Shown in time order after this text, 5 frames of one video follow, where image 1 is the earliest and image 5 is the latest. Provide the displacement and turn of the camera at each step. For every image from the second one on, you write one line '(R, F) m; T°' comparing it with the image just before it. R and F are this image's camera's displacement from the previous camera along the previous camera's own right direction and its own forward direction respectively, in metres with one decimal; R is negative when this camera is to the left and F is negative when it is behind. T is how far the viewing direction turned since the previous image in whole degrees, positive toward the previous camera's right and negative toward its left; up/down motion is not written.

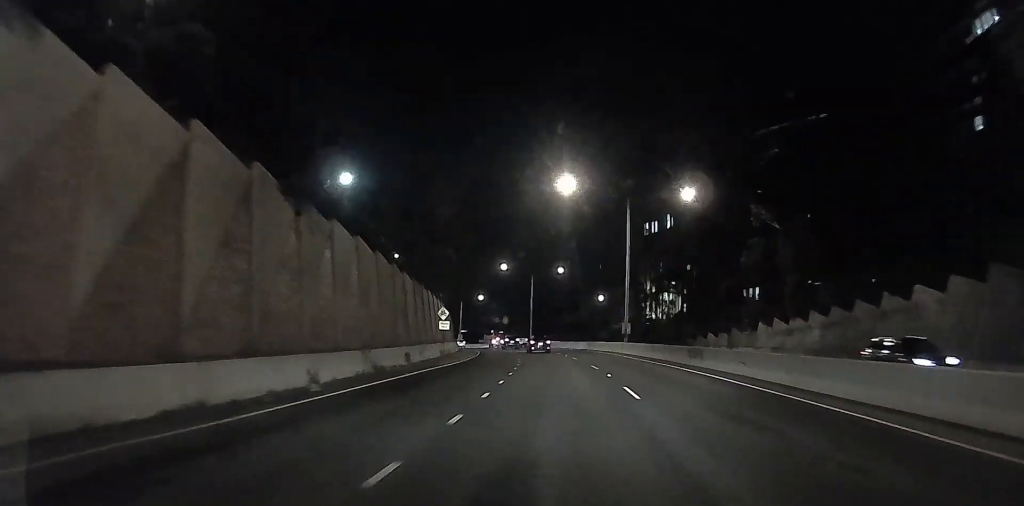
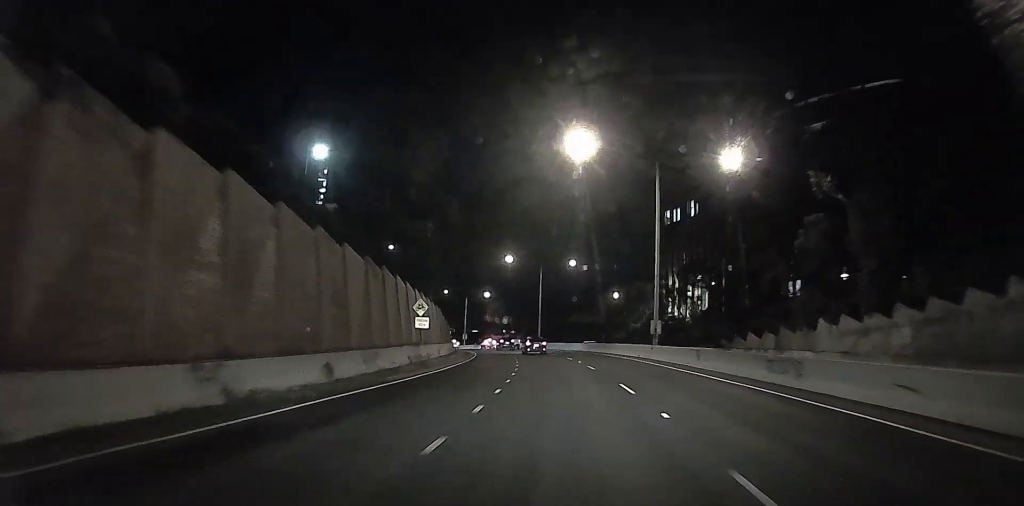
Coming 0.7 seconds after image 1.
(-0.4, +10.1) m; -2°
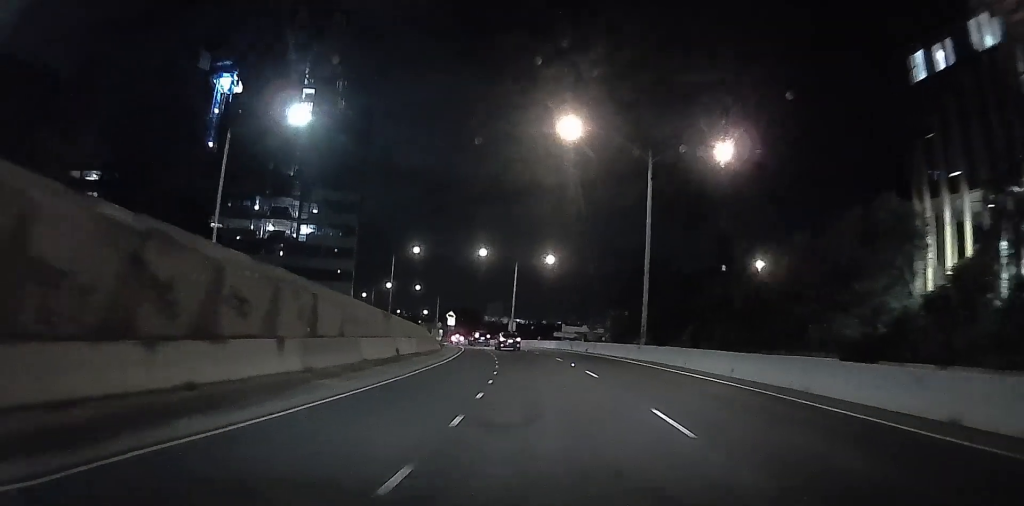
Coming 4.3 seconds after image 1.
(-6.3, +55.2) m; -12°
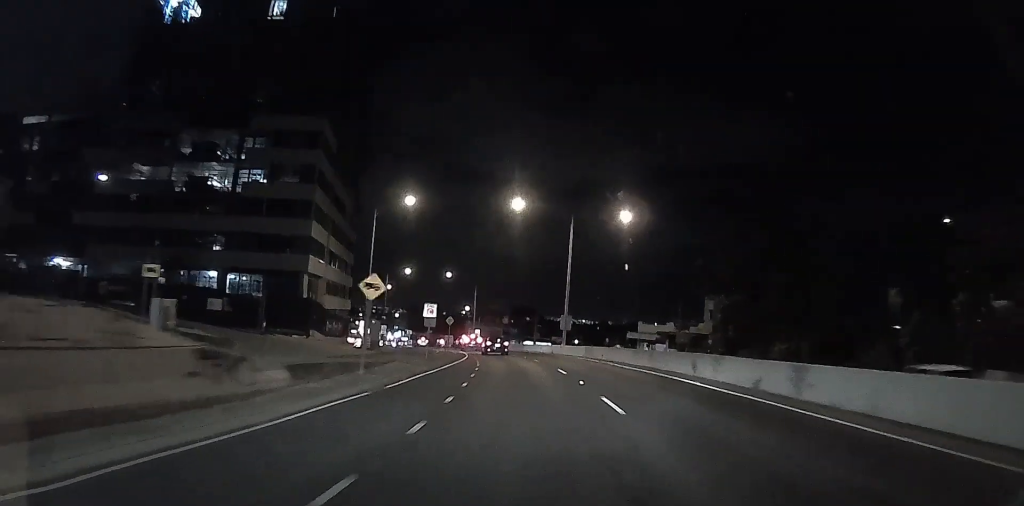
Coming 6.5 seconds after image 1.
(-0.5, +37.2) m; -3°
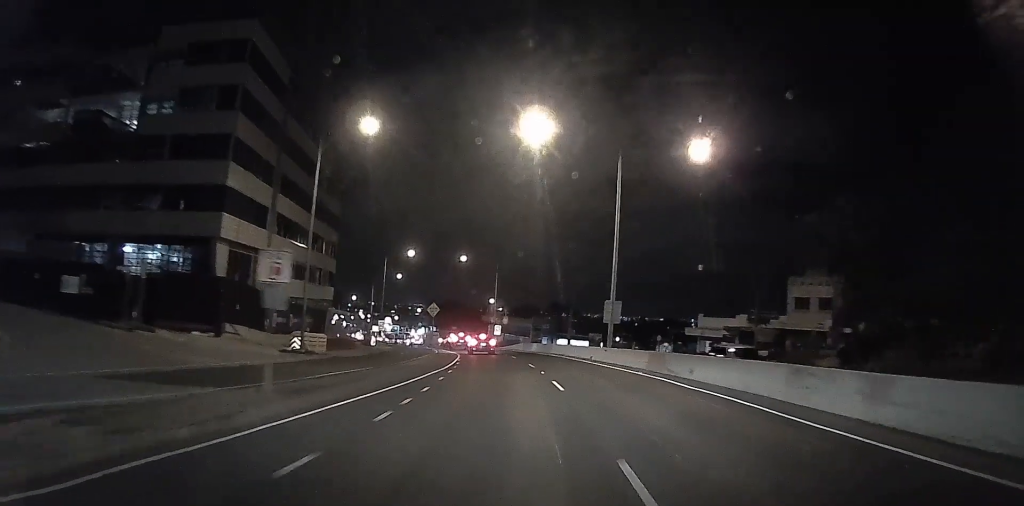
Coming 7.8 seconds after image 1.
(-0.8, +20.0) m; -6°
